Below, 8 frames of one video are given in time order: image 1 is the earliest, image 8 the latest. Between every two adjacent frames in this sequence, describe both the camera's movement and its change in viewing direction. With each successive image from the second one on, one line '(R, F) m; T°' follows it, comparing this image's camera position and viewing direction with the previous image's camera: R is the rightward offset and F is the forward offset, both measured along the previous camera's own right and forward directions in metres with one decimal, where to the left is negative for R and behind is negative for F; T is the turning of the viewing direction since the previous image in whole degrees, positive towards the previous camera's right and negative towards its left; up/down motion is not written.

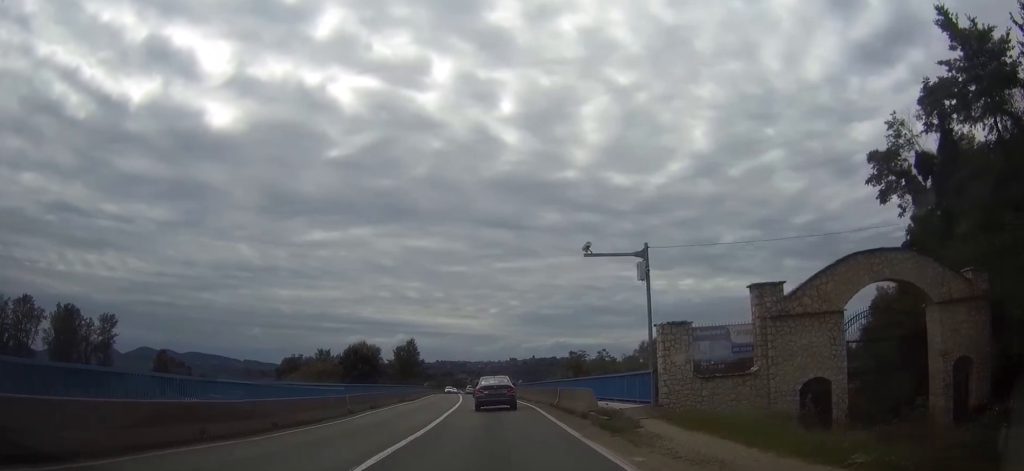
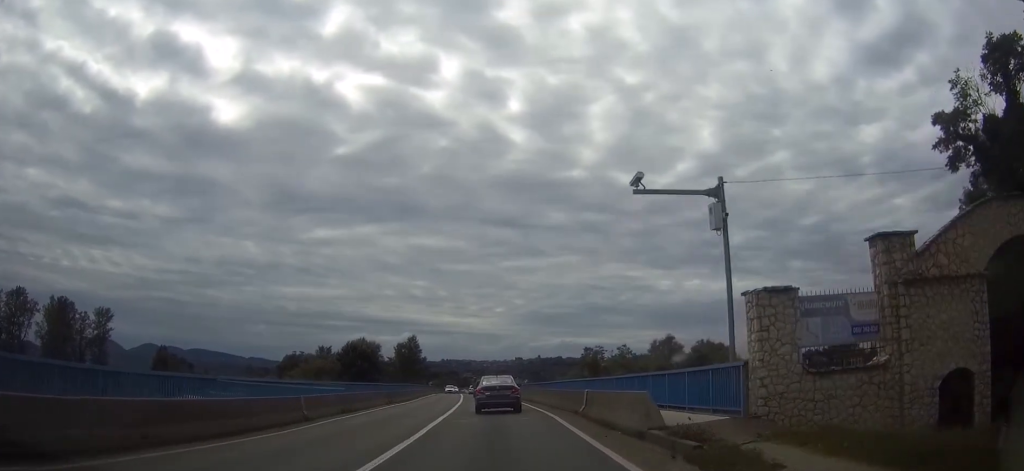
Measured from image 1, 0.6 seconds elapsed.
(-0.1, +7.9) m; -1°
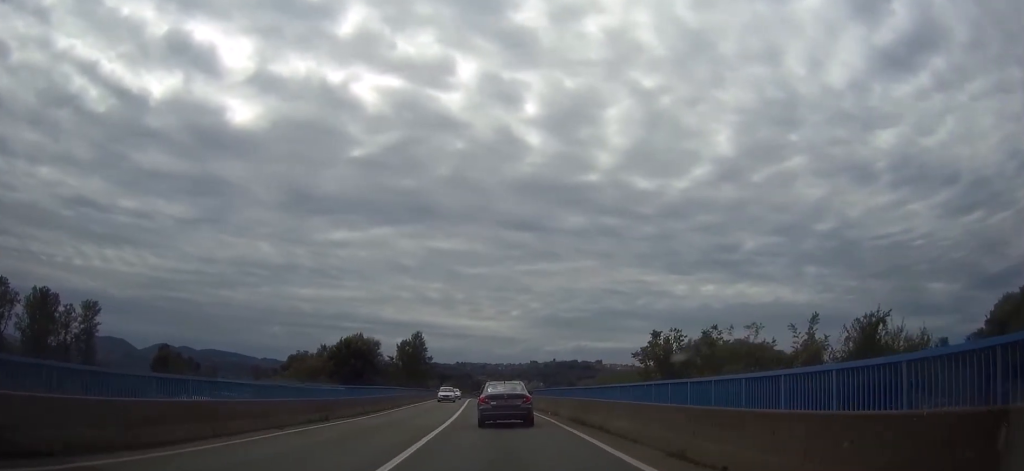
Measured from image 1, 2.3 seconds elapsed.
(-0.2, +20.1) m; -1°
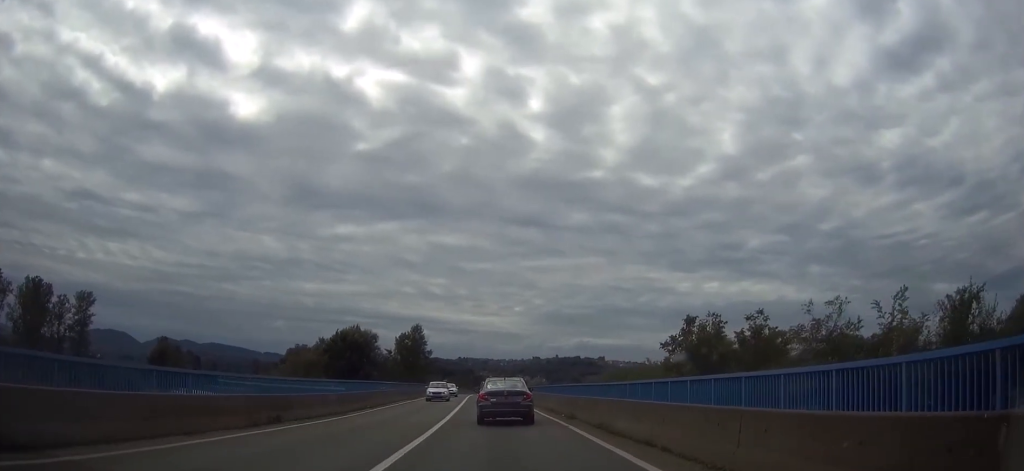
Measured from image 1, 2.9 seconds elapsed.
(0.0, +6.0) m; 0°
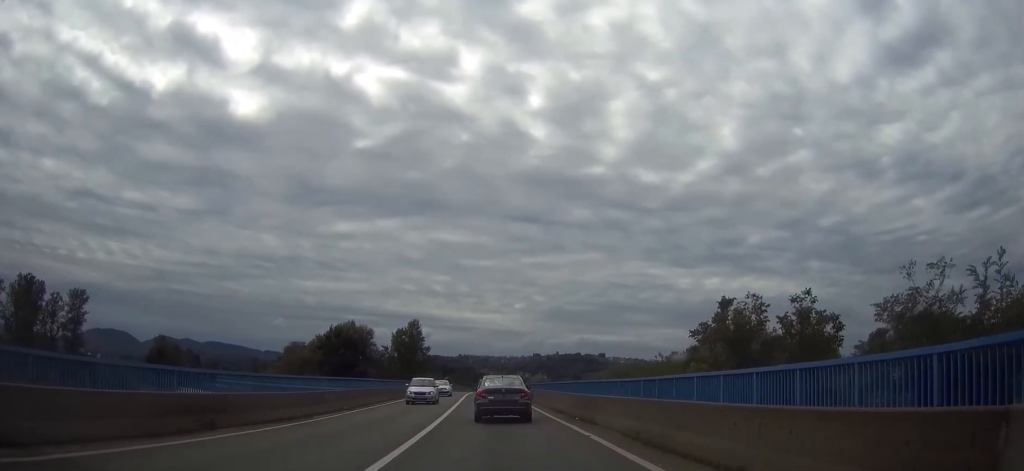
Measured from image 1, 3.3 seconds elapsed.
(0.0, +4.8) m; 0°
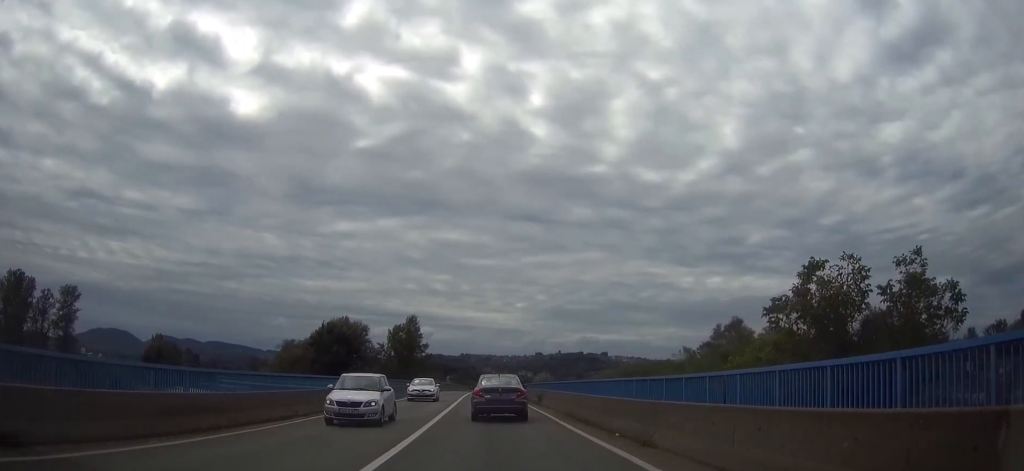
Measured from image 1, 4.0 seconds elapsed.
(0.0, +7.3) m; 0°
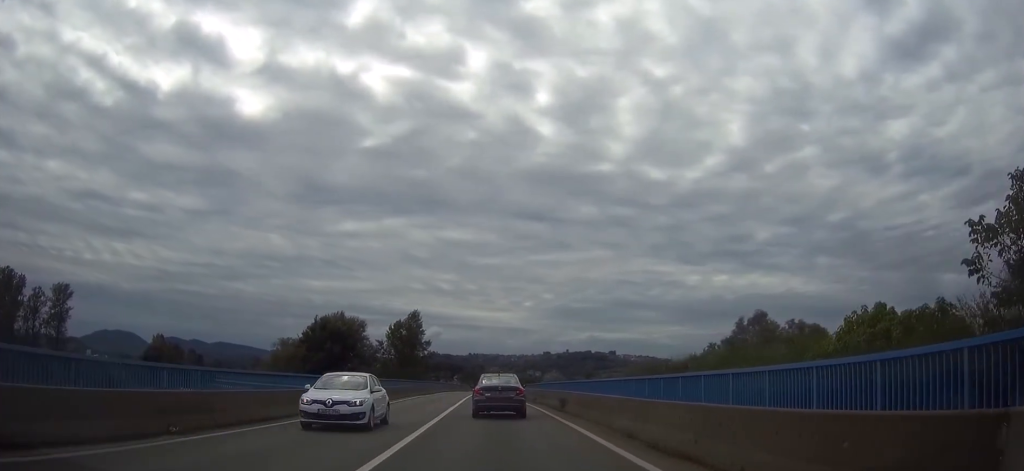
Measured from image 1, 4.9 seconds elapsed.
(0.0, +9.6) m; 0°
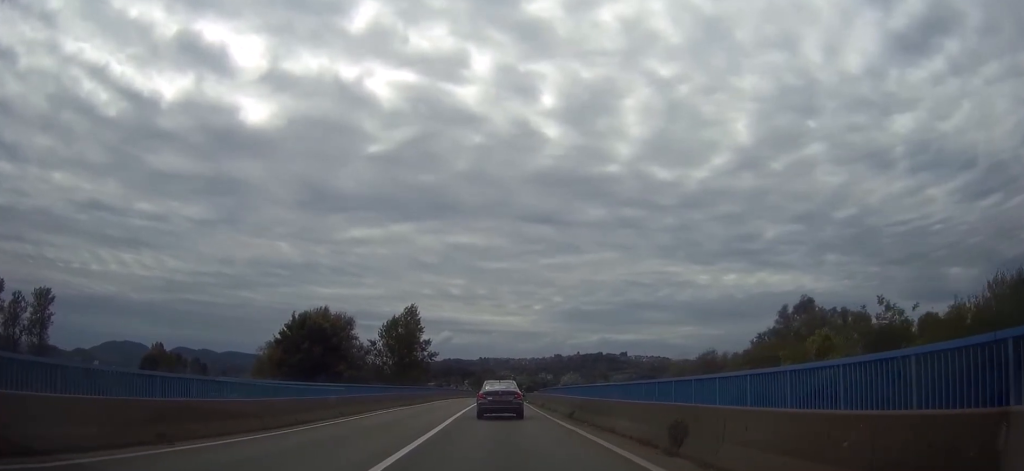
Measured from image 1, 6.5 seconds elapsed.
(-0.2, +16.6) m; 0°
